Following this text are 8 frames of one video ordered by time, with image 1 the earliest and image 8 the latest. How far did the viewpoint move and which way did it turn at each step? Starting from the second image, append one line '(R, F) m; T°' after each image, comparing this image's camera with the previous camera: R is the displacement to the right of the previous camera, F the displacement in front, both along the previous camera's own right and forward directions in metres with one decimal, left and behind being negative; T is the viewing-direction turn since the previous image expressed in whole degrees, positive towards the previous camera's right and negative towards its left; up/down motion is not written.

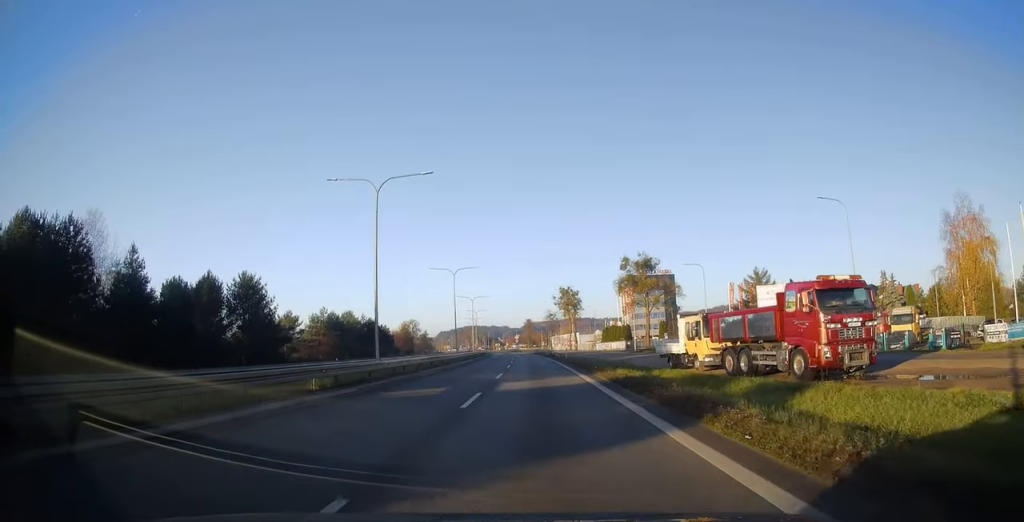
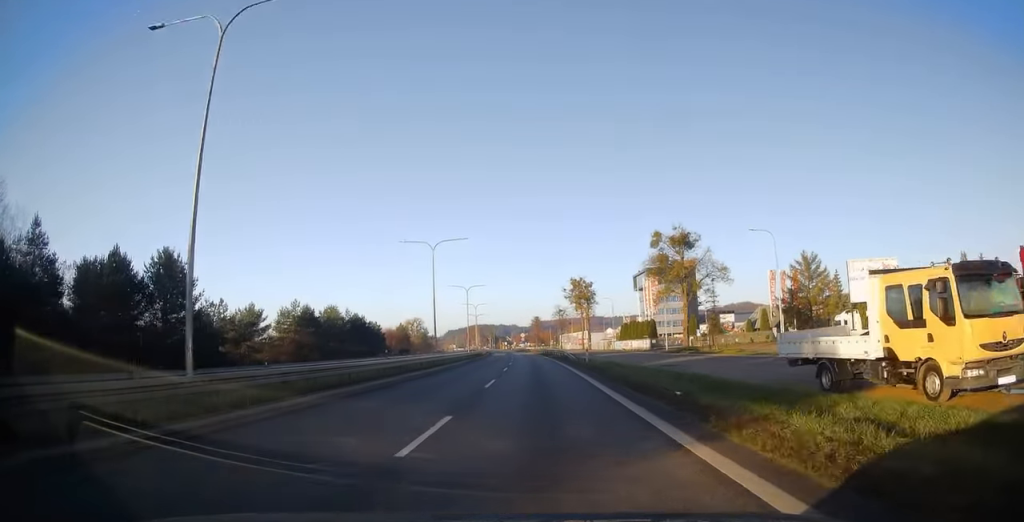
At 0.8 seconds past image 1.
(-0.3, +18.1) m; -1°
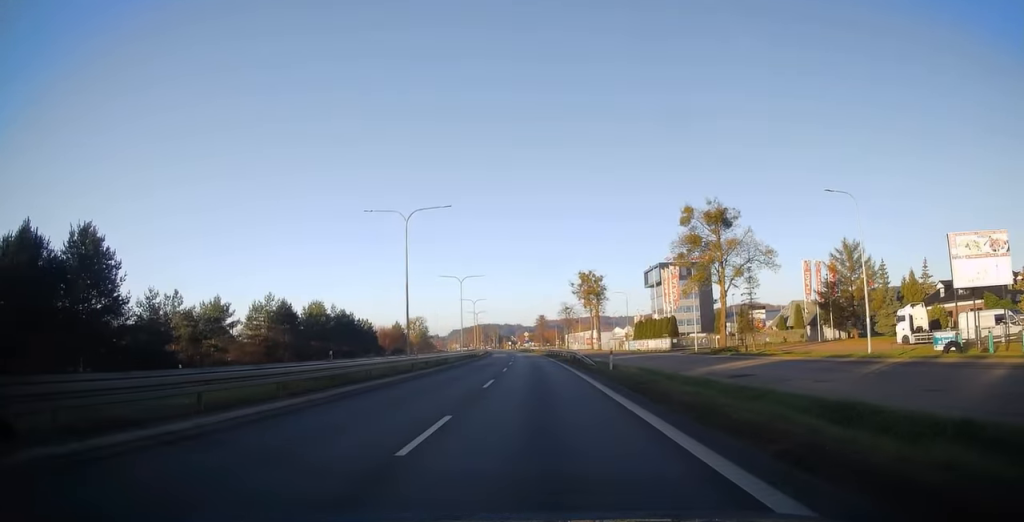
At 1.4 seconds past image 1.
(-0.2, +12.2) m; 0°
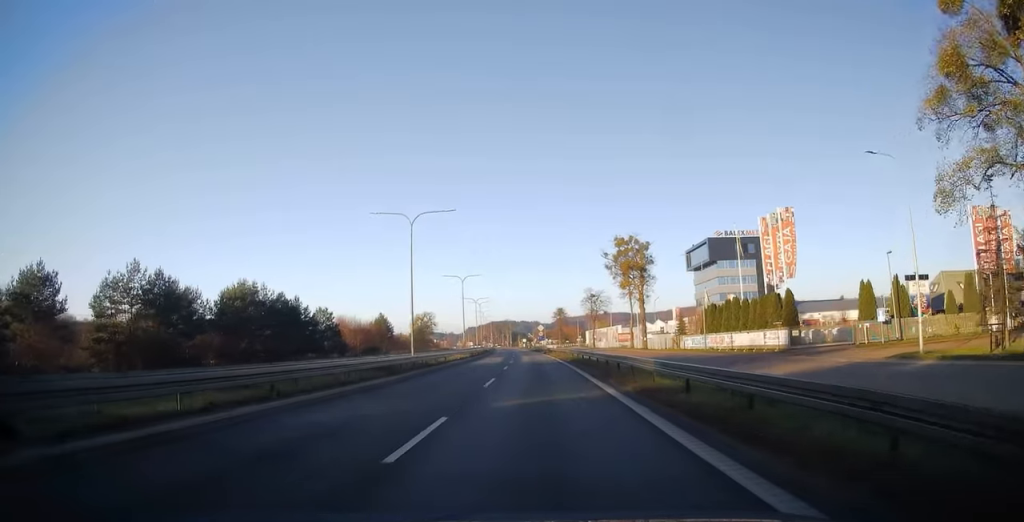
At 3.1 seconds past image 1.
(-0.3, +37.5) m; -2°
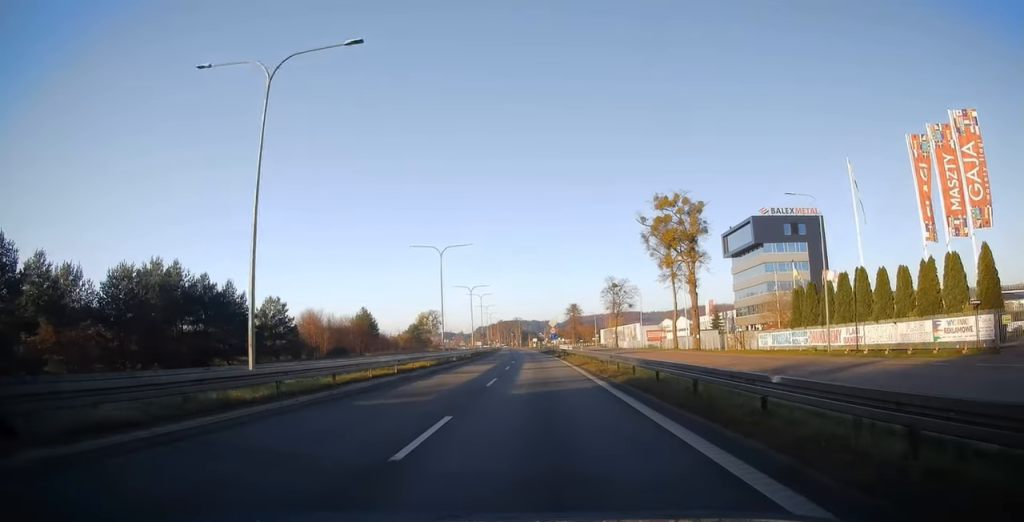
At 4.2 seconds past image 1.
(-0.3, +24.2) m; -1°
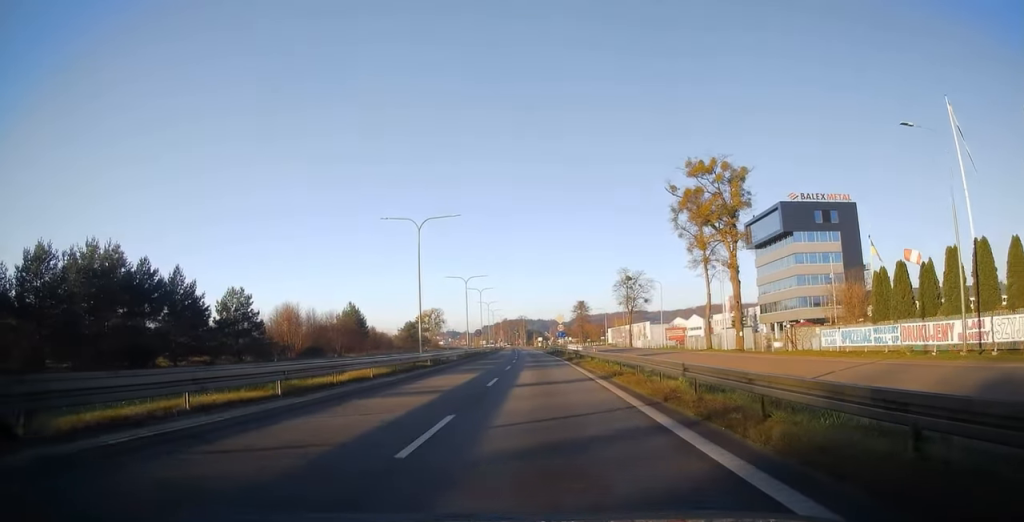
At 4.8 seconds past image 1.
(+0.1, +12.2) m; 0°
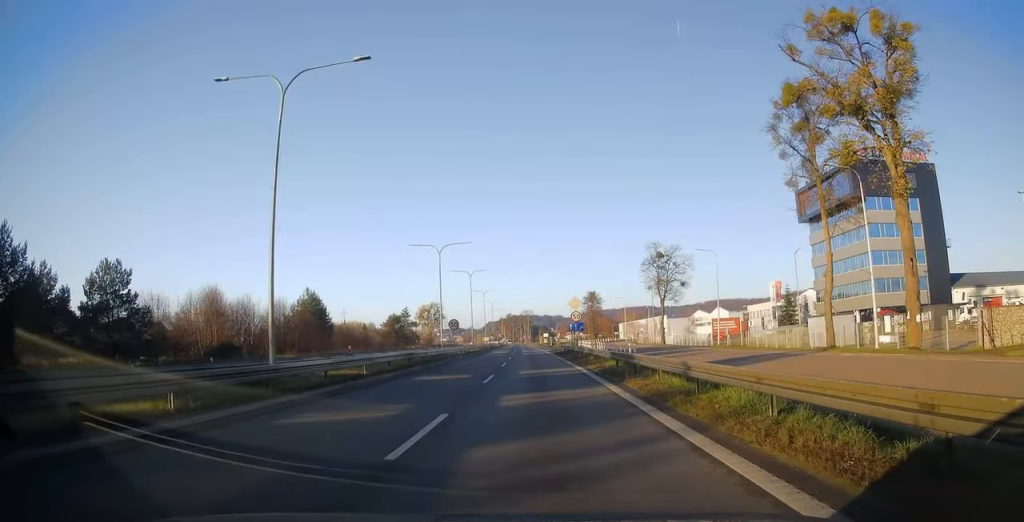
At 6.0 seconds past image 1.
(-0.3, +24.4) m; 0°
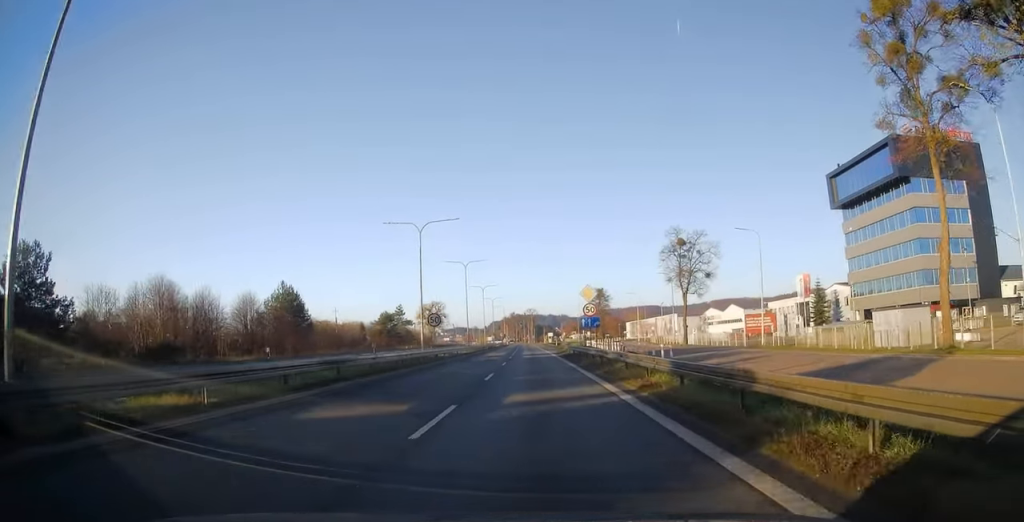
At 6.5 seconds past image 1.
(+0.2, +10.9) m; 0°
